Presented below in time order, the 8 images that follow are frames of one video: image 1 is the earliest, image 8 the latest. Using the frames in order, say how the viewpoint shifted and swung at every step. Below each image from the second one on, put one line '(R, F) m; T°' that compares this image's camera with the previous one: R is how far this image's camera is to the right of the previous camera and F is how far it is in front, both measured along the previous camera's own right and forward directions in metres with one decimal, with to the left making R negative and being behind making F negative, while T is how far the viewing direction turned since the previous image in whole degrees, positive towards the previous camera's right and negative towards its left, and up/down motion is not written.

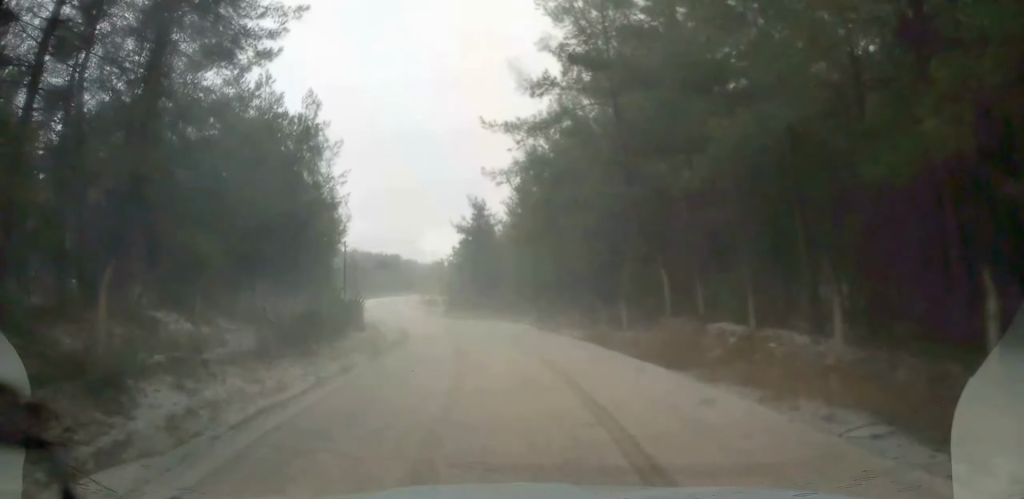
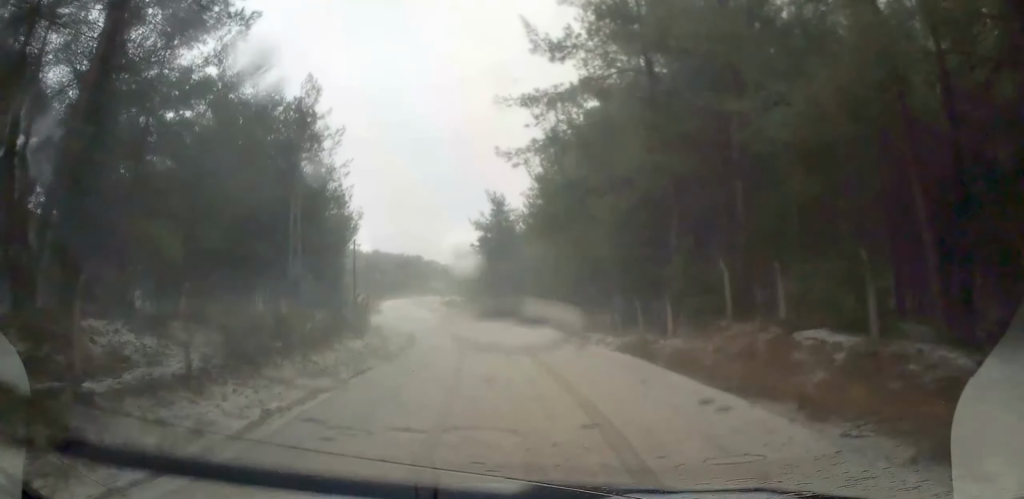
(-0.1, +4.1) m; +1°
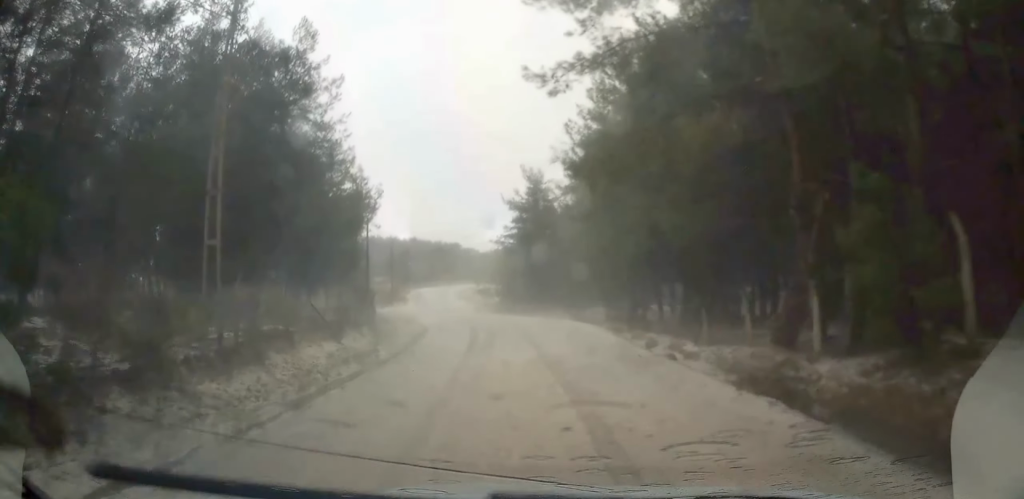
(0.0, +7.7) m; -4°
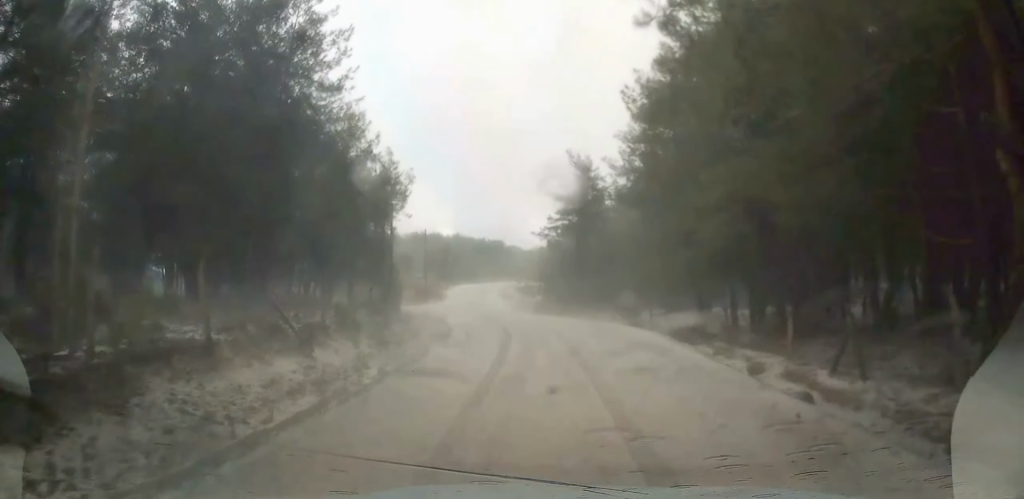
(-0.1, +6.1) m; 0°
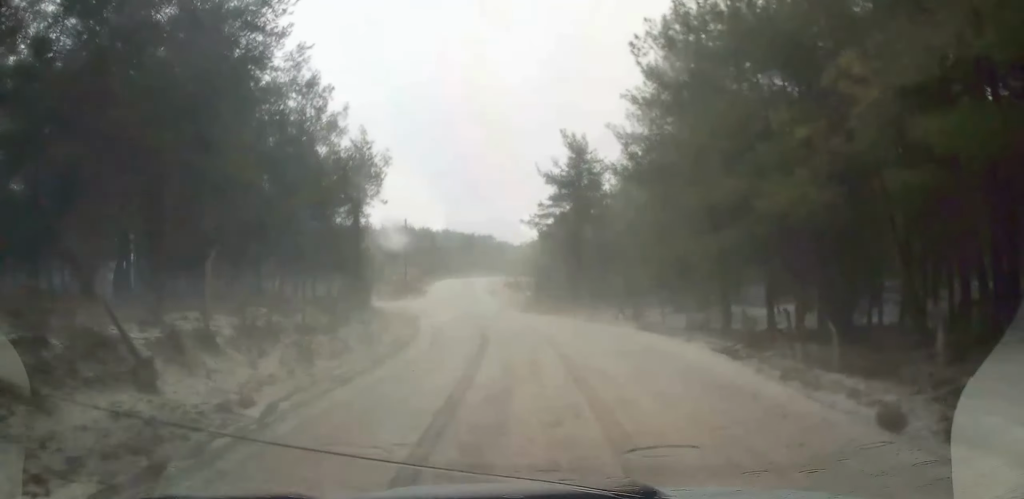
(-0.1, +6.3) m; -4°
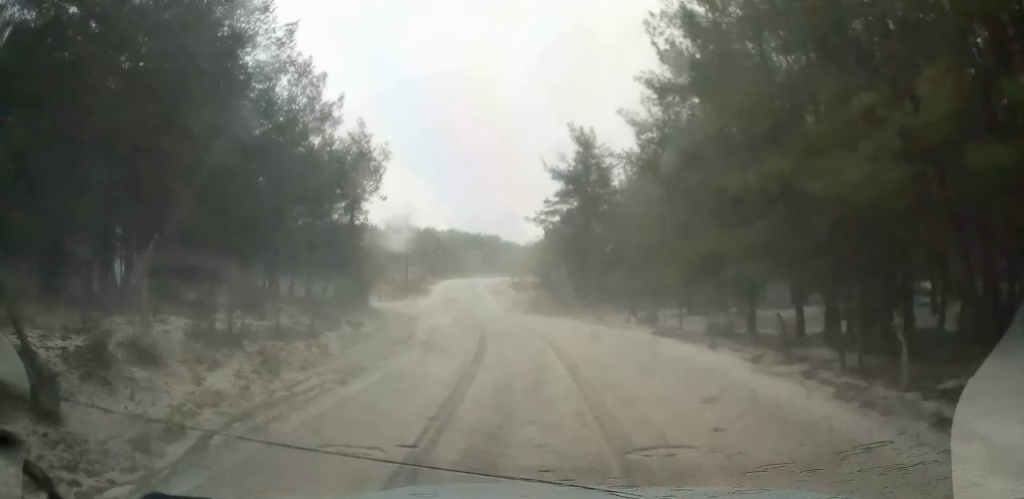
(-0.1, +2.6) m; 0°
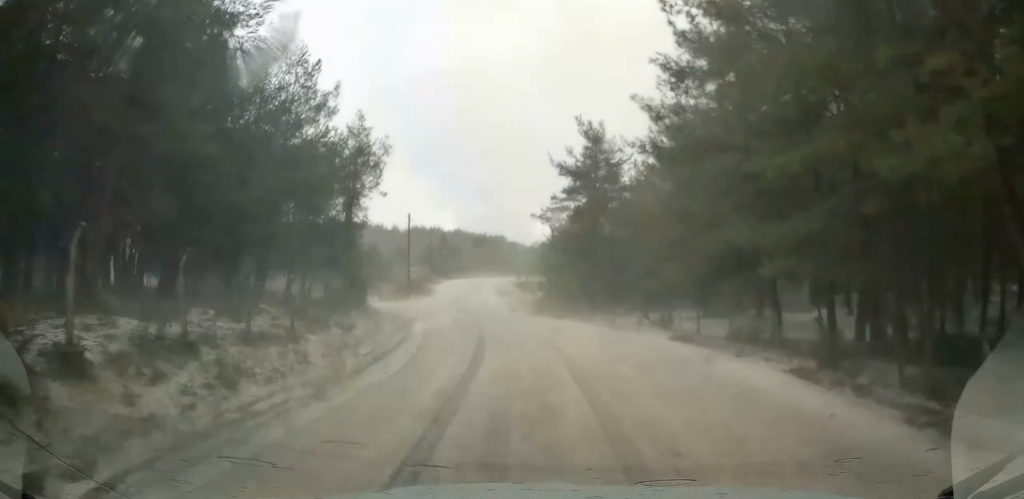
(-0.1, +2.4) m; +1°
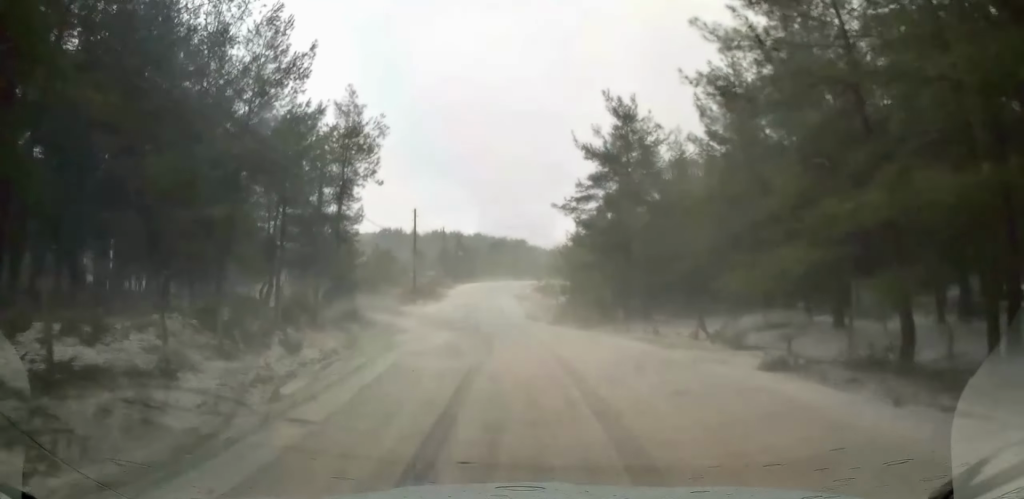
(+0.1, +8.4) m; -3°
